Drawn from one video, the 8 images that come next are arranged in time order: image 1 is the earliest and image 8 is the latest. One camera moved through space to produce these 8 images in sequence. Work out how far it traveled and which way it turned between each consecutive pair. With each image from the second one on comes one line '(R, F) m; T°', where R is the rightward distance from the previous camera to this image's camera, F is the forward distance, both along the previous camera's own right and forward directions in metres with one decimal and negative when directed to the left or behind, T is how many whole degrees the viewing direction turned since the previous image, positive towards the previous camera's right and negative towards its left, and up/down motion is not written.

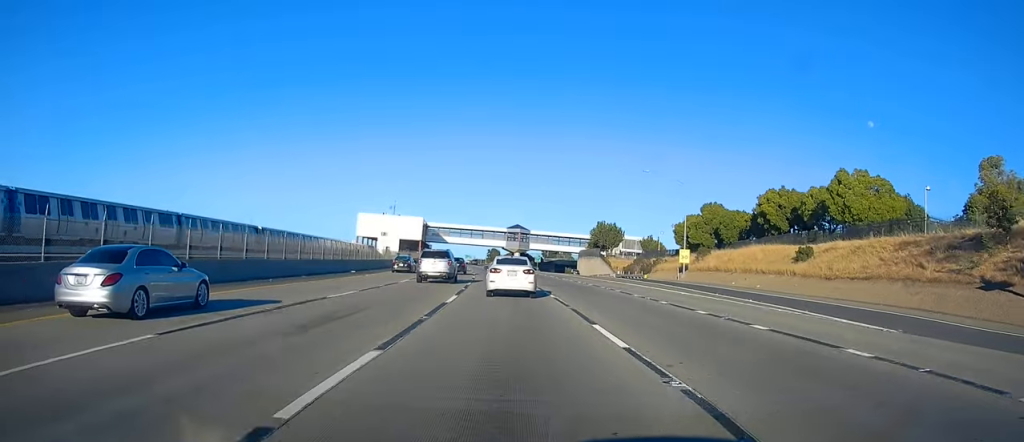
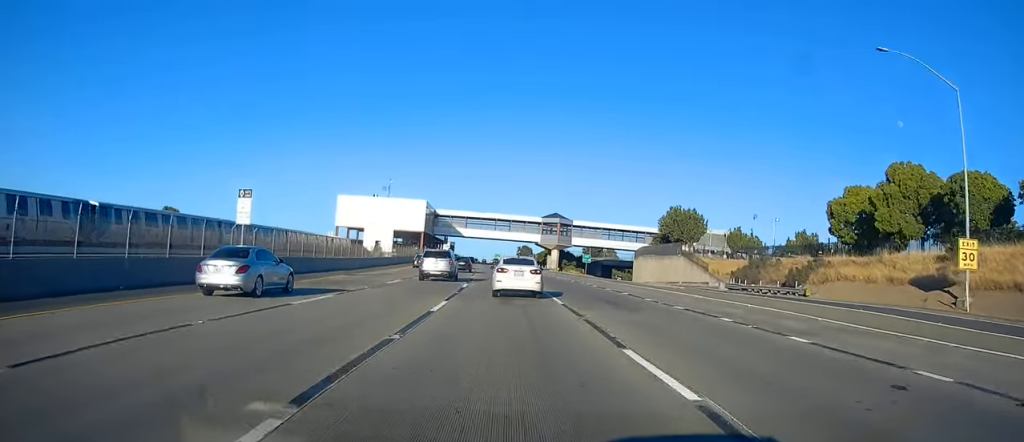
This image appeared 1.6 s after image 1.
(-1.1, +47.7) m; -3°
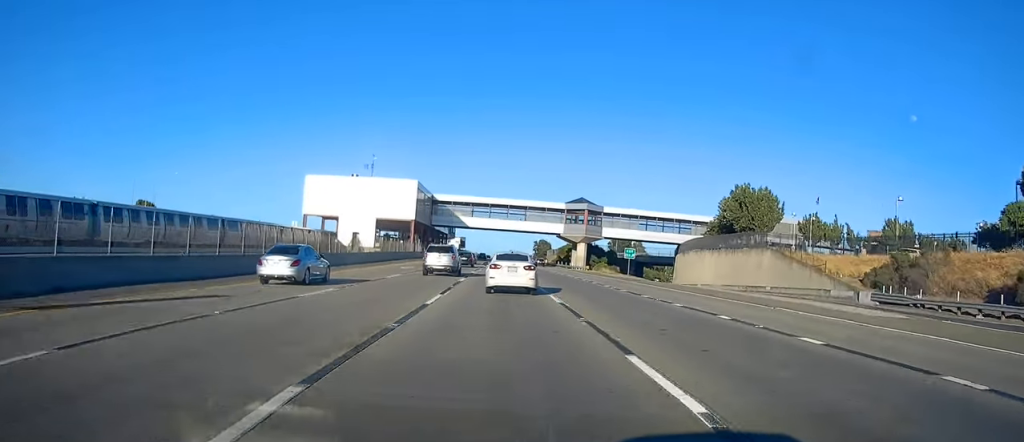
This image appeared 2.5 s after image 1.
(-0.5, +28.0) m; -2°
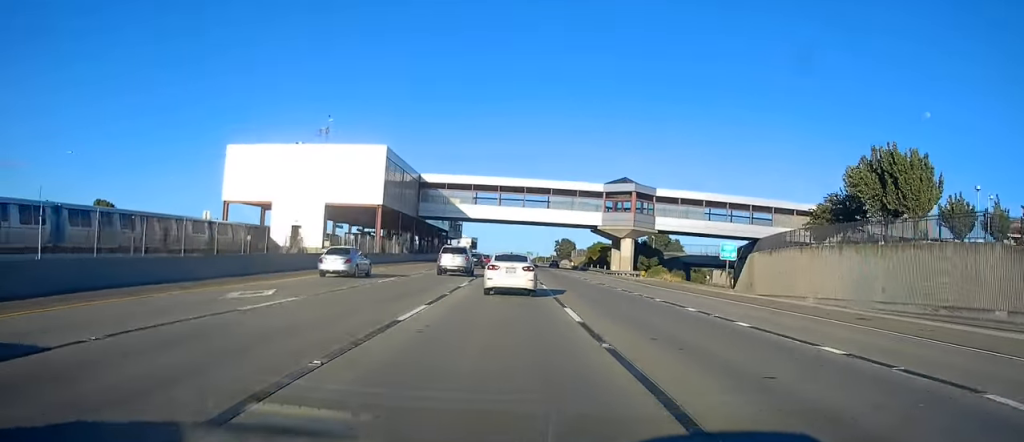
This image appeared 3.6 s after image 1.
(-0.4, +33.6) m; -1°
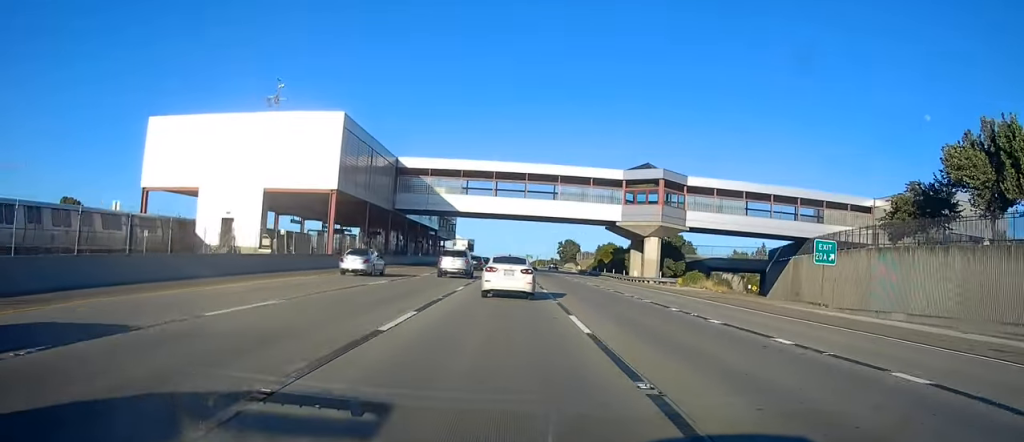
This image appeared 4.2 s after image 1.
(-0.2, +16.4) m; 0°
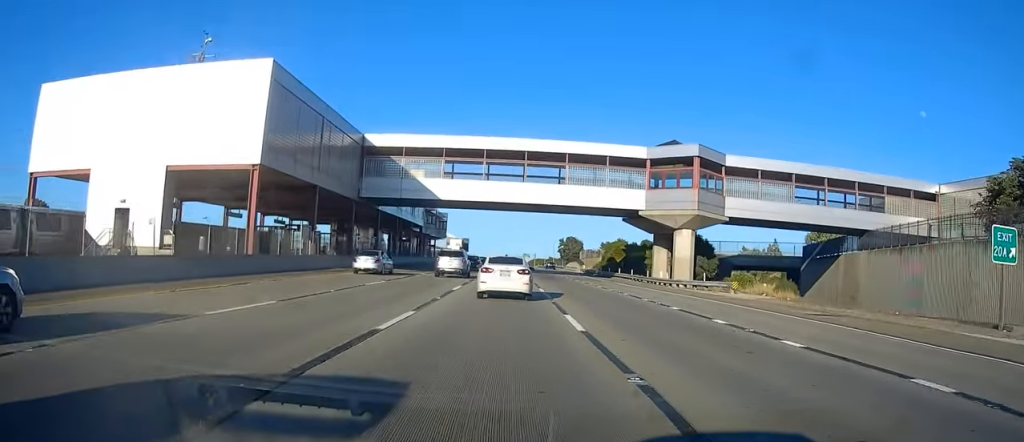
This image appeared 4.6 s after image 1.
(0.0, +14.4) m; 0°
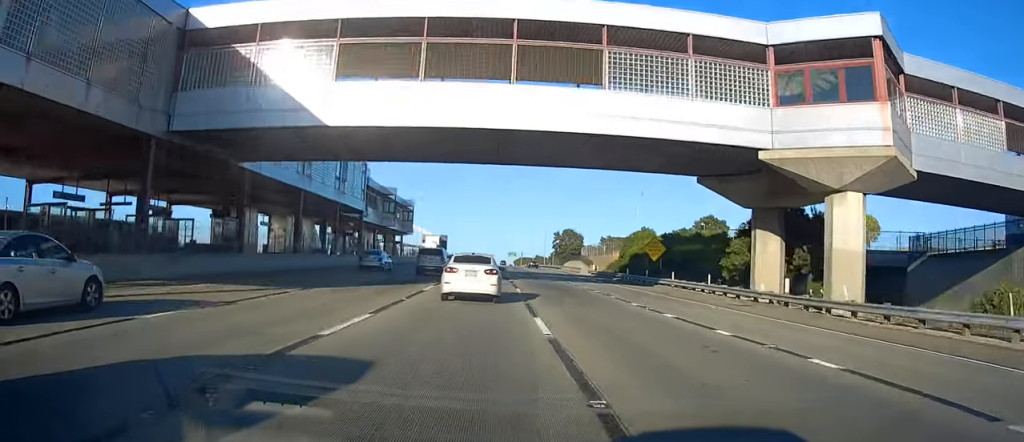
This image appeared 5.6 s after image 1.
(+0.1, +30.1) m; +1°
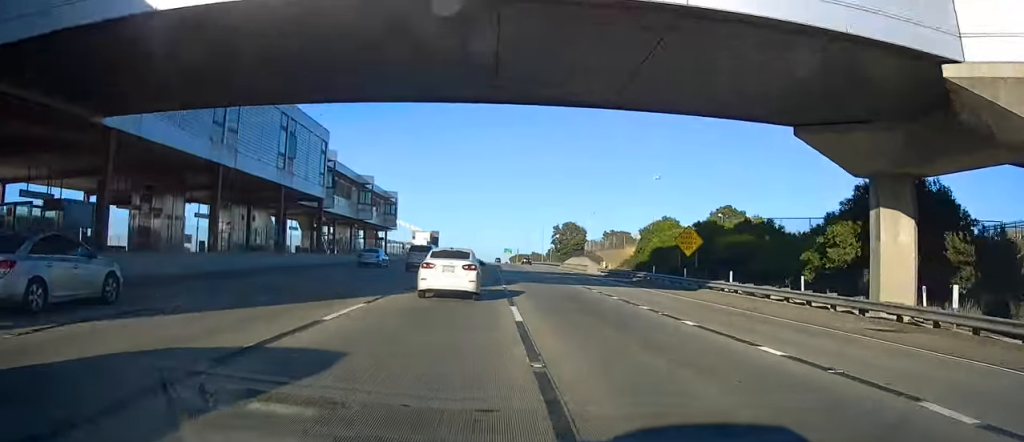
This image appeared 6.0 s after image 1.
(+0.1, +12.5) m; 0°
